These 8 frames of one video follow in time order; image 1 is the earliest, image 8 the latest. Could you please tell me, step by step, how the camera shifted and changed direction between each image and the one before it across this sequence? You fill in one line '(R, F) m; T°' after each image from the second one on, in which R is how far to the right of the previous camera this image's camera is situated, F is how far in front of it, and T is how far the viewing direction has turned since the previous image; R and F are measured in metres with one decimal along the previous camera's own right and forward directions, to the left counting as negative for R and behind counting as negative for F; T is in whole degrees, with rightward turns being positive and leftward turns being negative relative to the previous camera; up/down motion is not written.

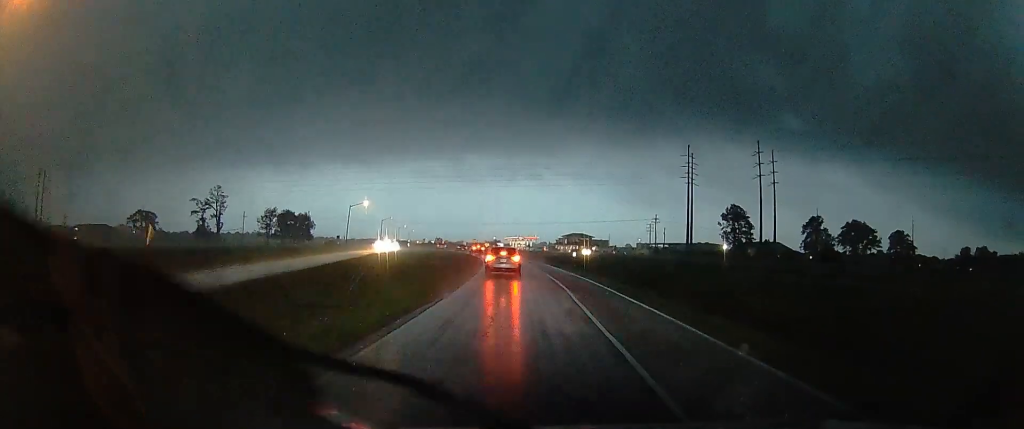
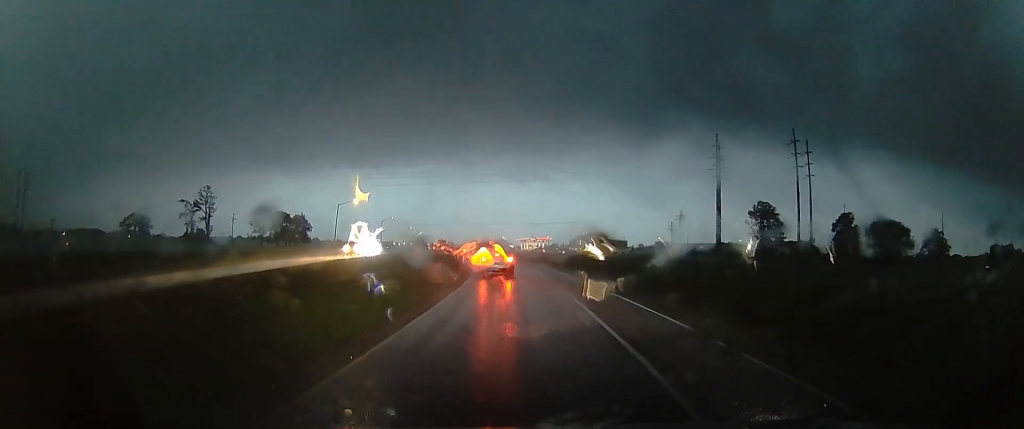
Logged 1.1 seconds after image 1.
(-2.0, +16.3) m; -7°
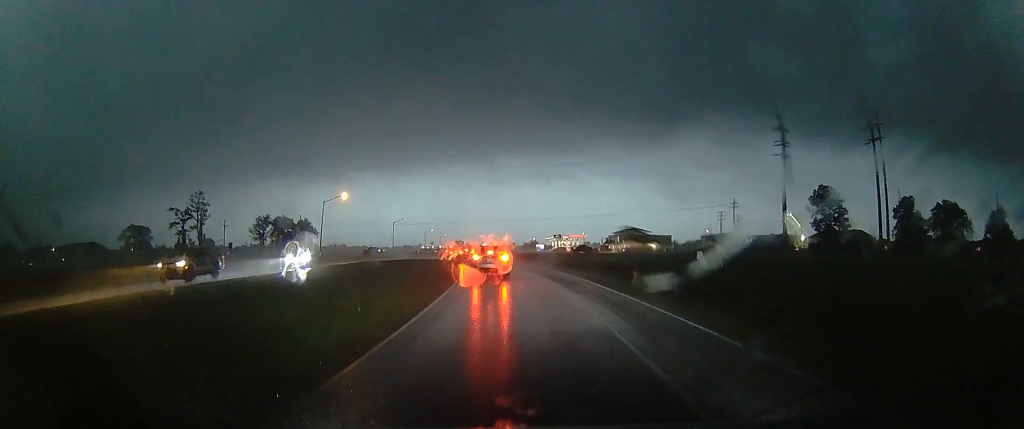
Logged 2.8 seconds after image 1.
(-0.5, +24.6) m; -3°
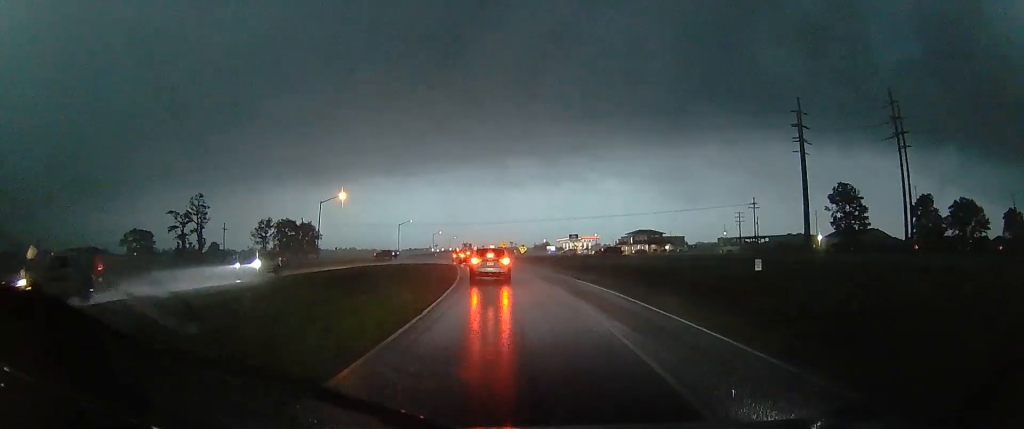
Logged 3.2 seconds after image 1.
(-0.1, +6.1) m; -1°
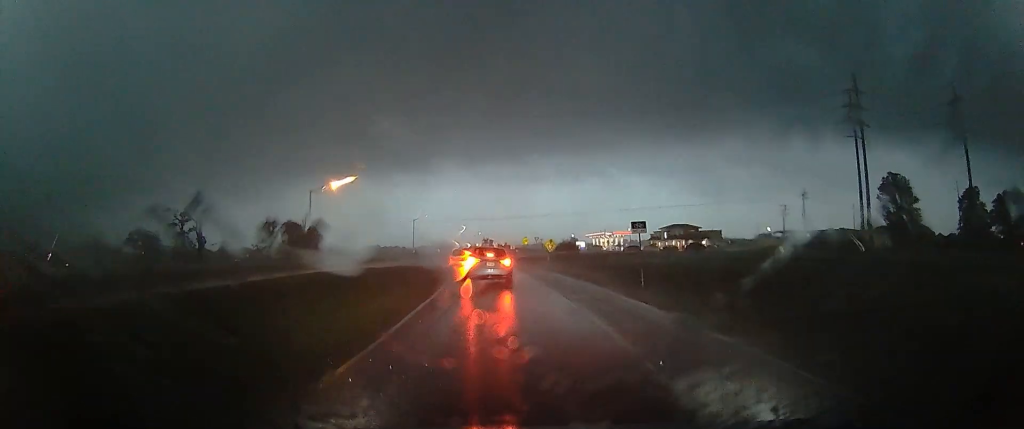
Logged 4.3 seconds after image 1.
(-0.3, +15.5) m; -3°
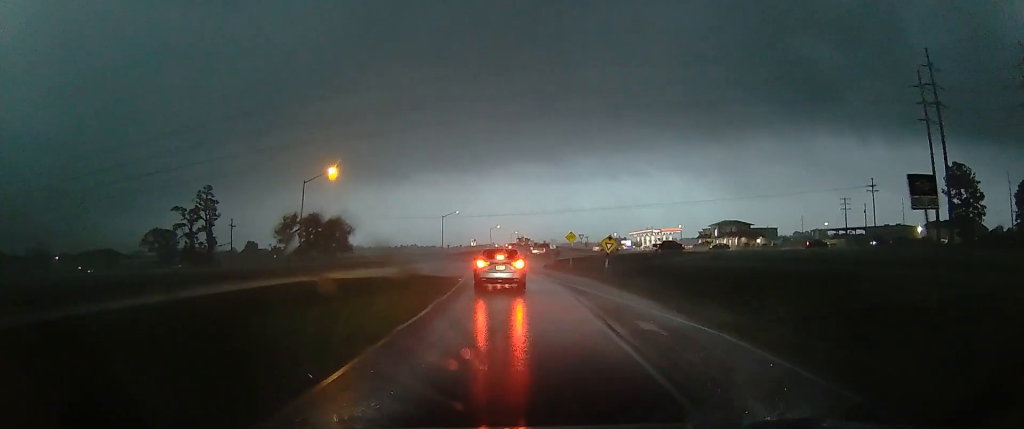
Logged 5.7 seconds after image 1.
(-0.5, +16.4) m; -3°
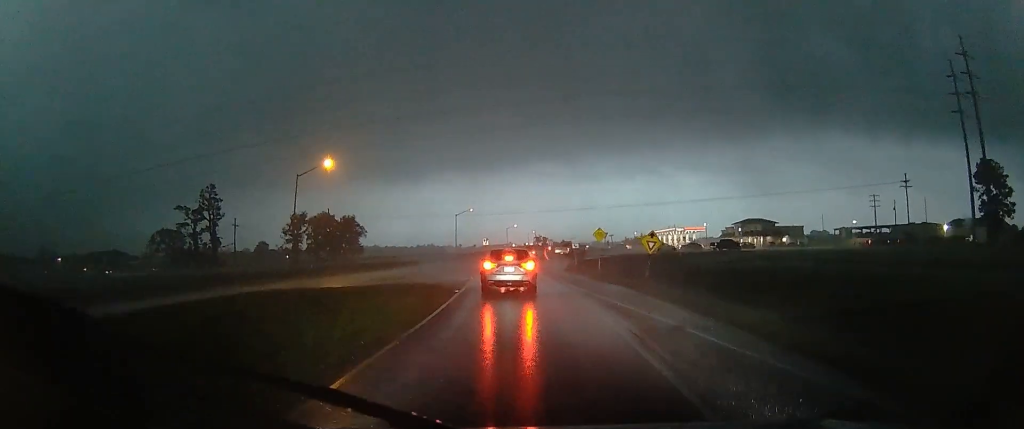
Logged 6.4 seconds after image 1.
(-0.1, +6.9) m; -2°
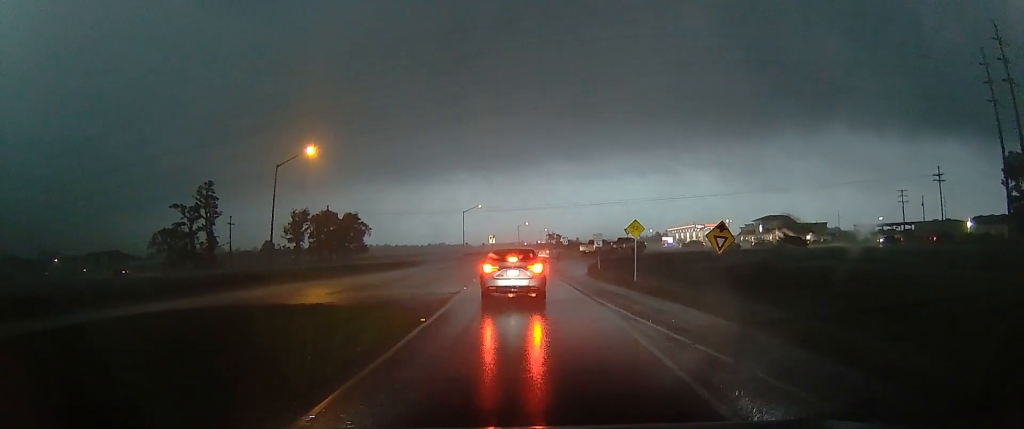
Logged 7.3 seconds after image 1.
(-0.2, +8.1) m; -2°
